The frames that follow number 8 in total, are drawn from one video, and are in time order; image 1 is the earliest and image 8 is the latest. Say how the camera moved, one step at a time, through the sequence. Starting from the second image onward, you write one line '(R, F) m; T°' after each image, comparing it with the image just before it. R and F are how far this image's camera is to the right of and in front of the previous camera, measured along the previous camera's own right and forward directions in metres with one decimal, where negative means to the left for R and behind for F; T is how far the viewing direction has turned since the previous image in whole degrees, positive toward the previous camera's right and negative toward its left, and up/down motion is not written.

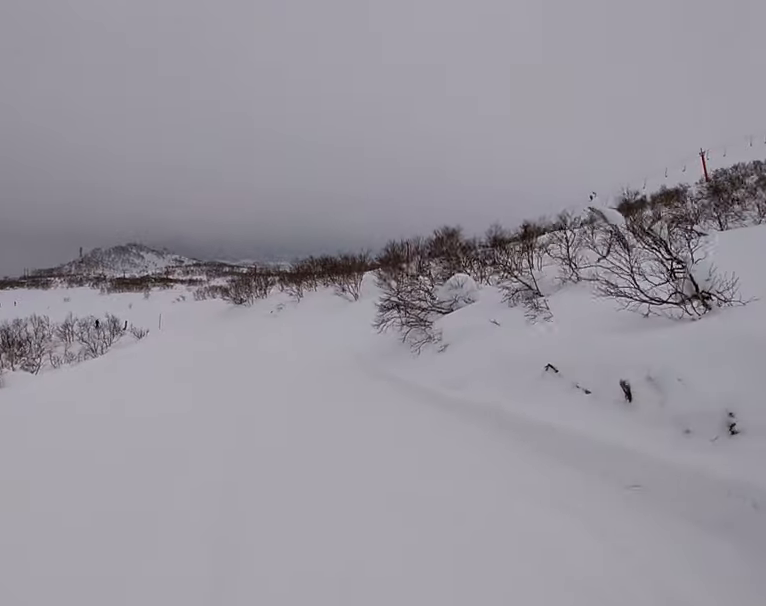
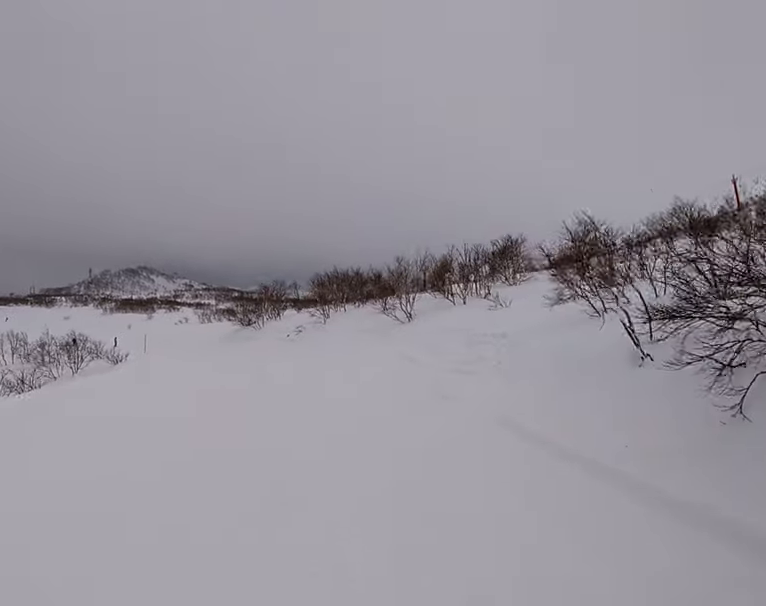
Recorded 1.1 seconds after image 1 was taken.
(-0.2, +8.8) m; 0°
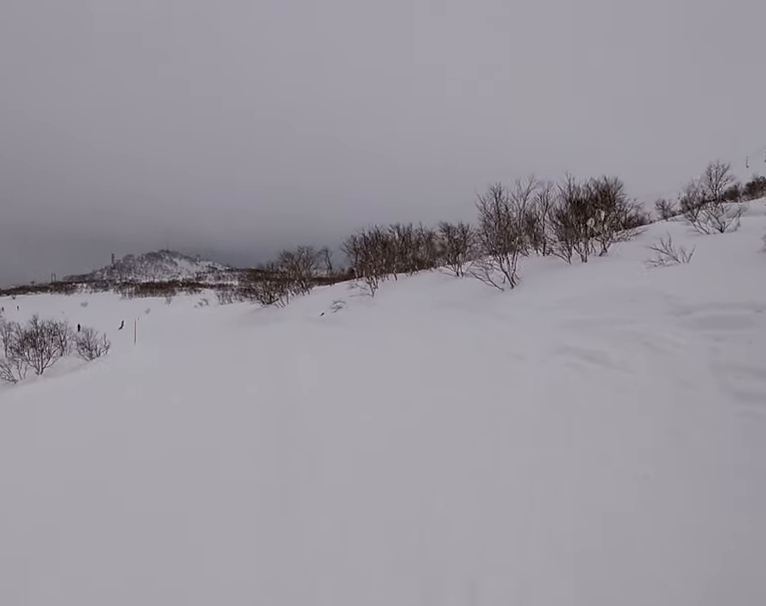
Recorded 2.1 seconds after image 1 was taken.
(+0.1, +7.6) m; 0°
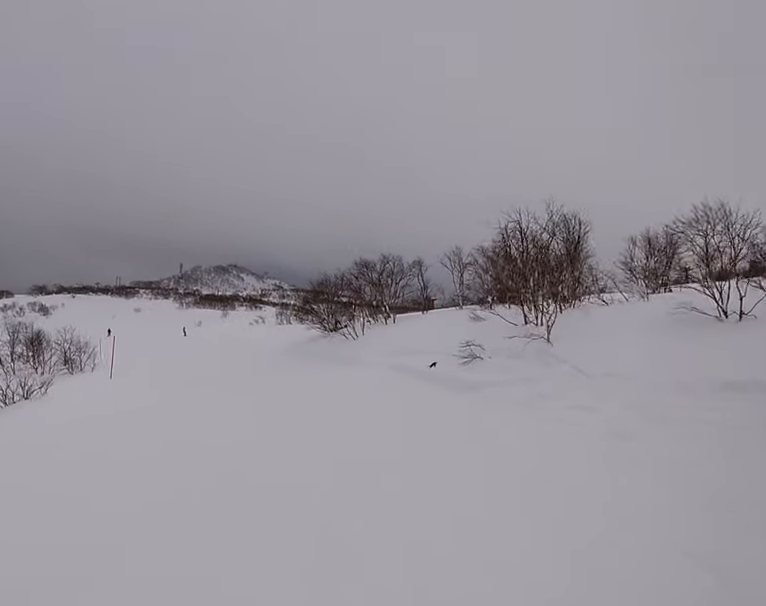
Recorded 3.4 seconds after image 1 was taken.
(-0.1, +10.7) m; -1°
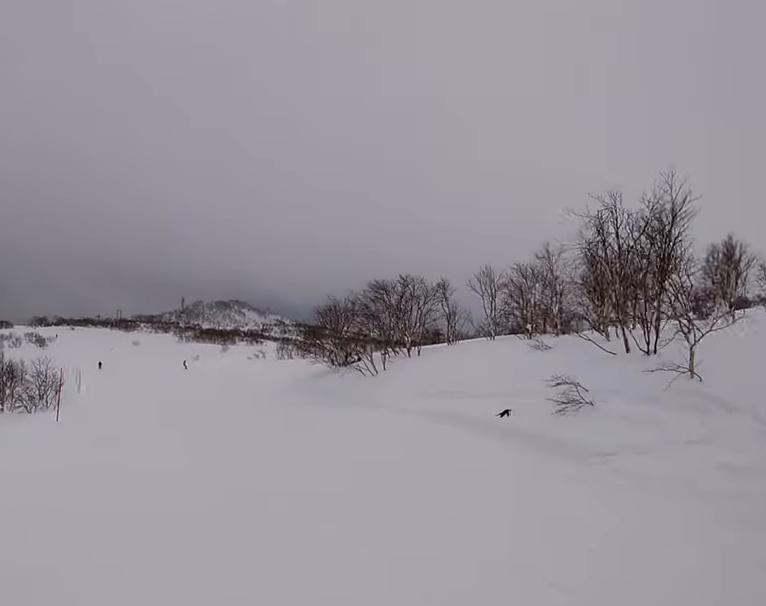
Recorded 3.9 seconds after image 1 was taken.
(+0.2, +4.2) m; -2°
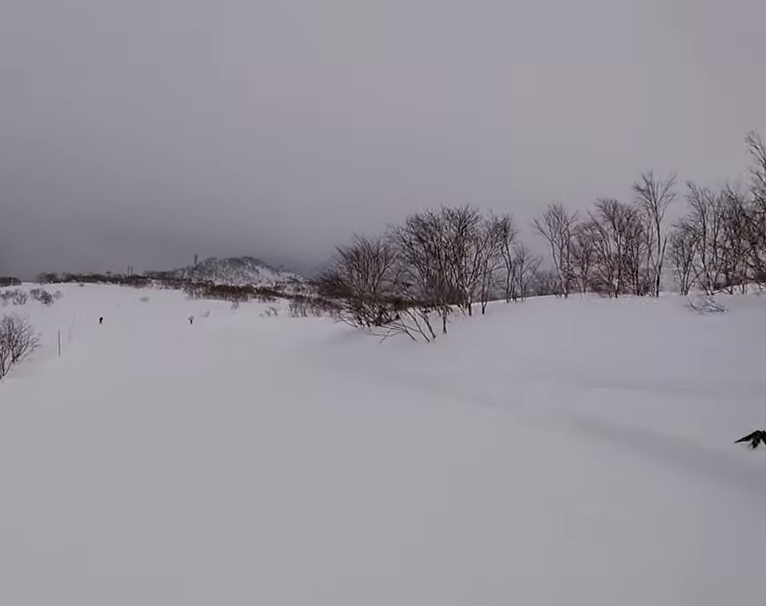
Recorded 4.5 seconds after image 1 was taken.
(-0.3, +4.9) m; -10°
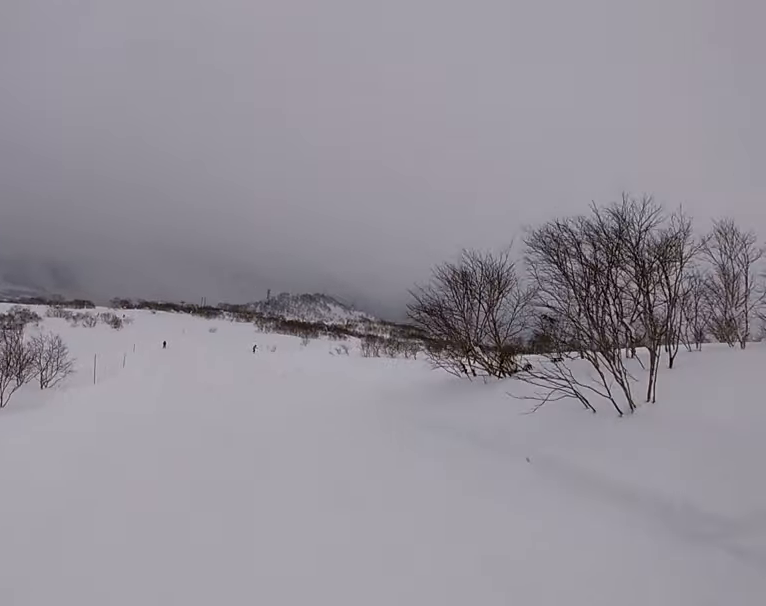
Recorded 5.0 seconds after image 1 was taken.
(-0.4, +4.8) m; -7°
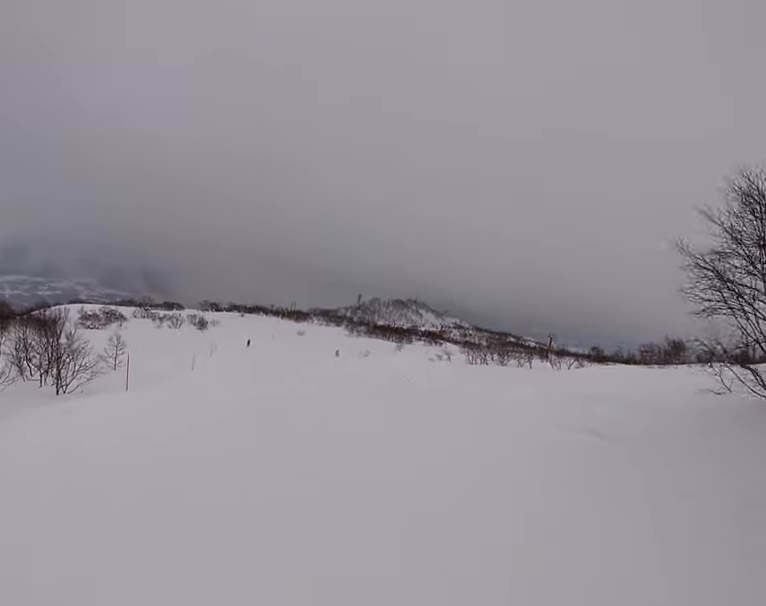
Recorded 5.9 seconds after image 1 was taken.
(-1.1, +7.3) m; -4°
